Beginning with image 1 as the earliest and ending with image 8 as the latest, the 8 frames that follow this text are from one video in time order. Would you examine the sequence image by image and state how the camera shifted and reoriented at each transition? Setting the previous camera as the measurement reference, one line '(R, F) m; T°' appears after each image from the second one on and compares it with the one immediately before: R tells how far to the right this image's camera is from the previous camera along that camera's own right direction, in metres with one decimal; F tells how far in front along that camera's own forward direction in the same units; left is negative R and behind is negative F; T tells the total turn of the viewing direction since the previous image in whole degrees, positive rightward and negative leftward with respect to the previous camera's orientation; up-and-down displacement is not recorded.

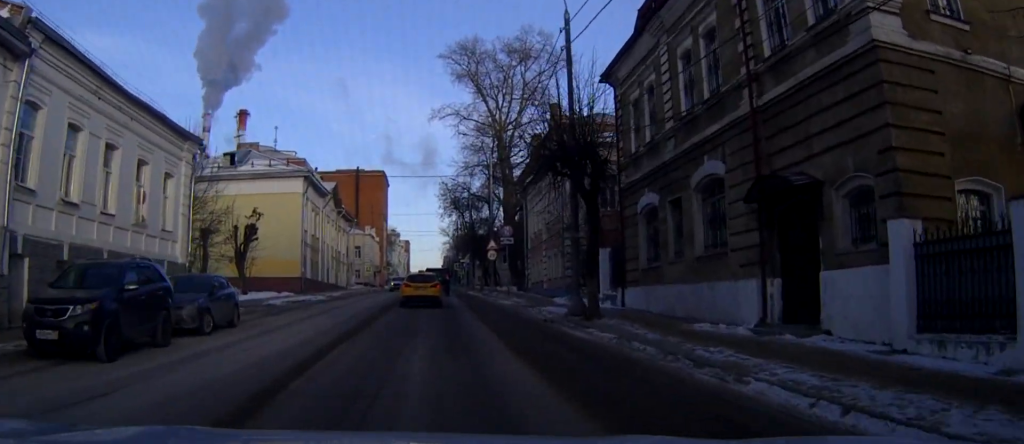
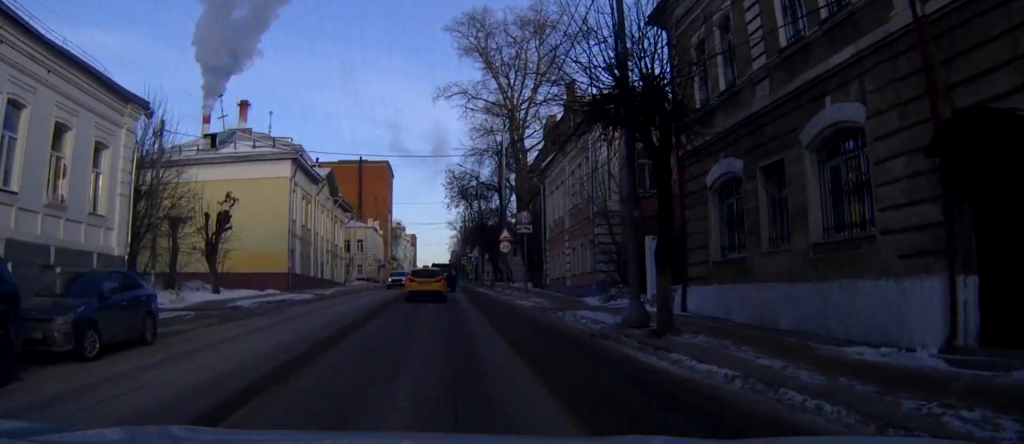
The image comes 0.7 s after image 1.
(-0.1, +6.4) m; -1°
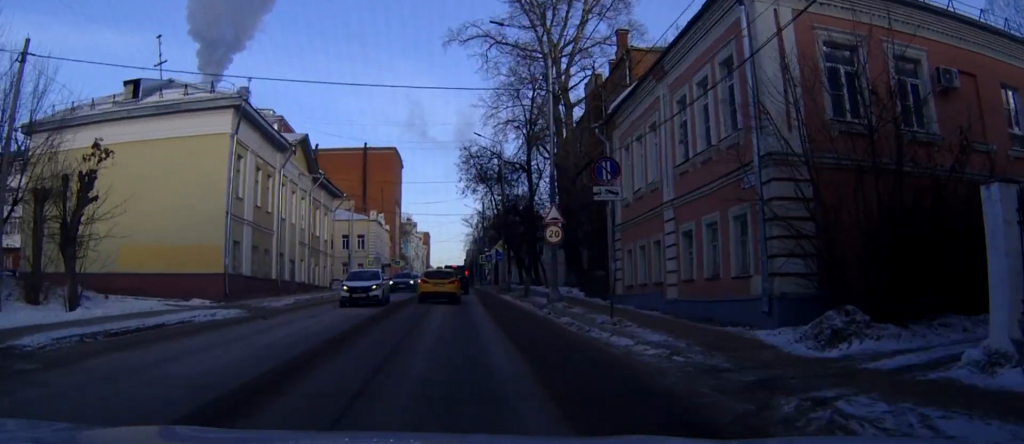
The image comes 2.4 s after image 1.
(-0.2, +16.4) m; -2°
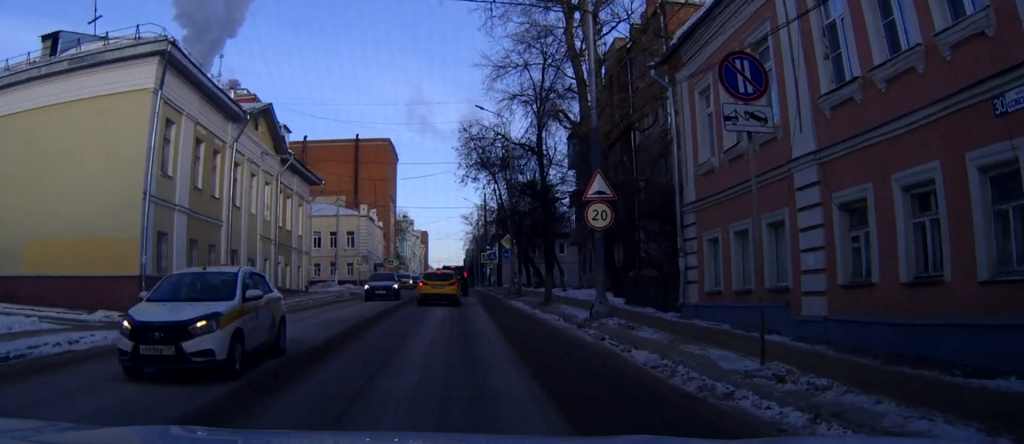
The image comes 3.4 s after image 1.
(-0.1, +9.3) m; -1°
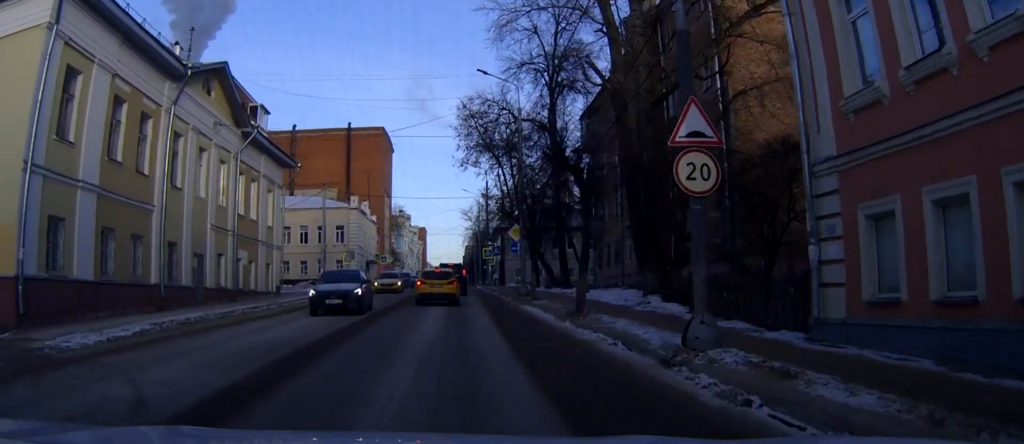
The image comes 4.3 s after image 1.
(0.0, +7.7) m; +1°
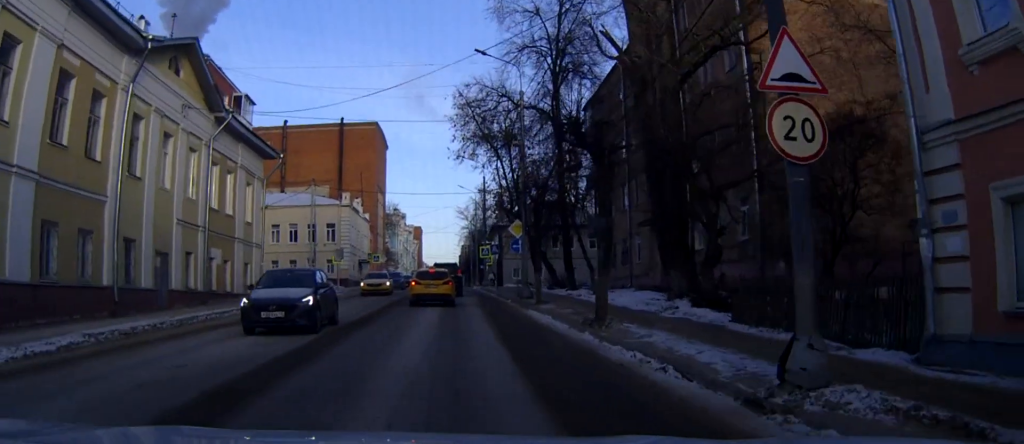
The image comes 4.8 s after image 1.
(-0.1, +3.6) m; +1°
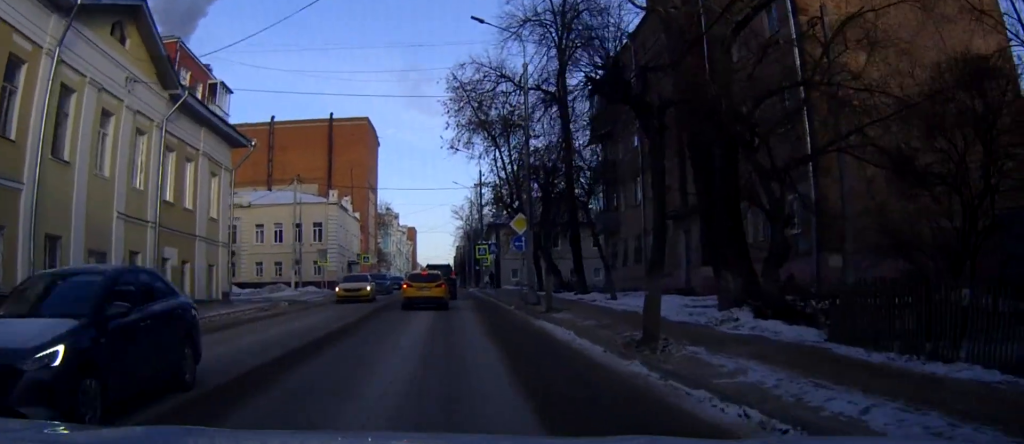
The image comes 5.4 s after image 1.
(+0.2, +5.2) m; +1°
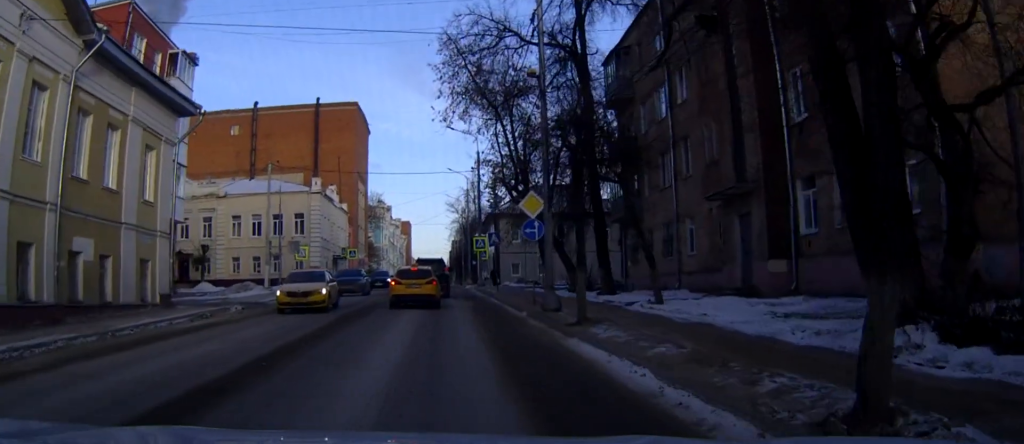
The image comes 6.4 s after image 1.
(0.0, +7.5) m; +1°
